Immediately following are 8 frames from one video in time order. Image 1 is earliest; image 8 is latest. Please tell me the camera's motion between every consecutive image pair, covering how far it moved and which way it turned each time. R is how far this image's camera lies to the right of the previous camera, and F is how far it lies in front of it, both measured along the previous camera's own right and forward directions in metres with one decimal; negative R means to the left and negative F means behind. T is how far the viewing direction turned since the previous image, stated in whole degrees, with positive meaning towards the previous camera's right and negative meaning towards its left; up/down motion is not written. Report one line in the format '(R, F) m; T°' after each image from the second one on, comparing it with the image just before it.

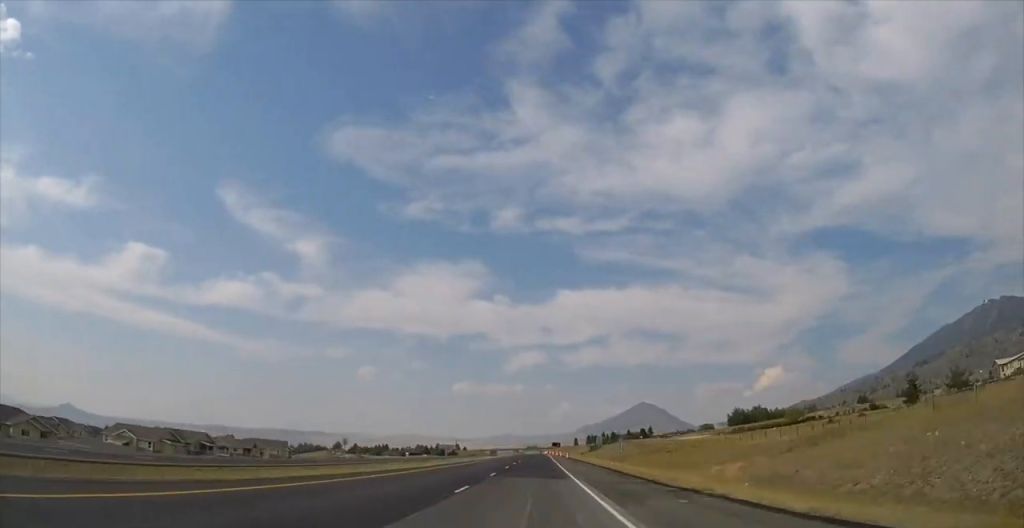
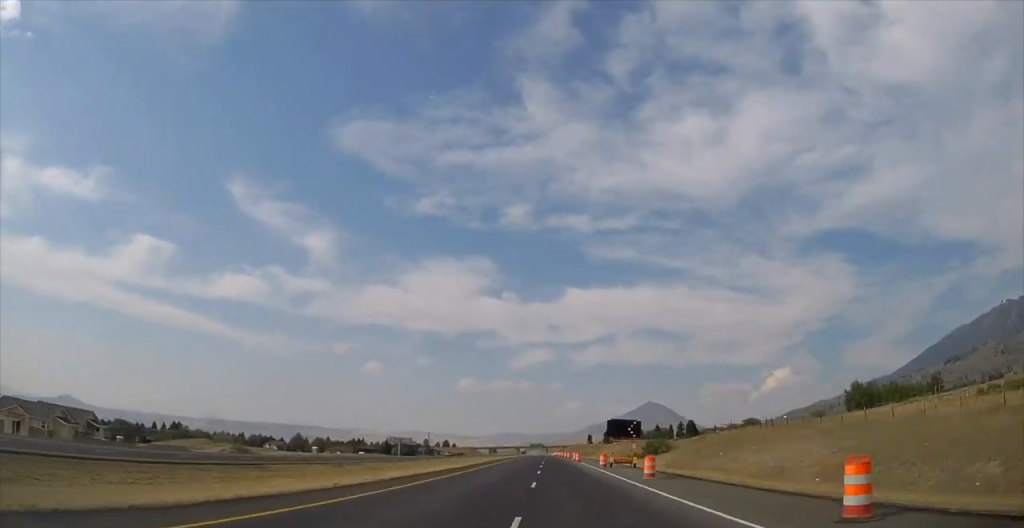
(+1.7, +127.9) m; +1°
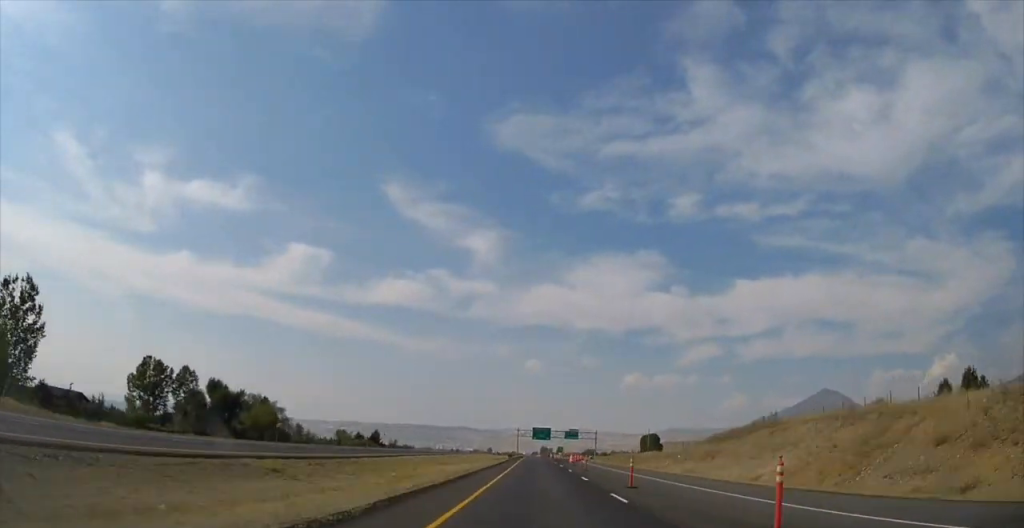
(-68.7, +658.2) m; -16°
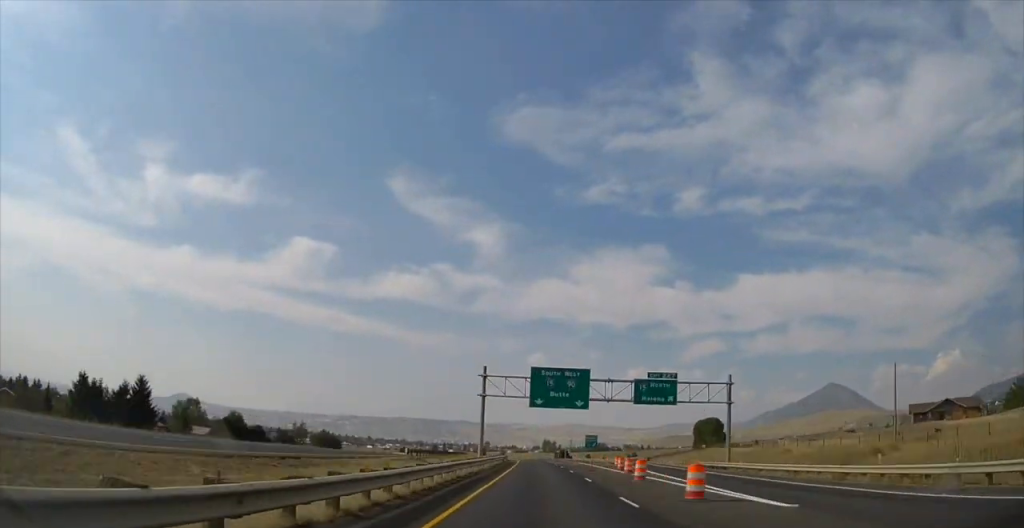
(-3.4, +134.0) m; -6°
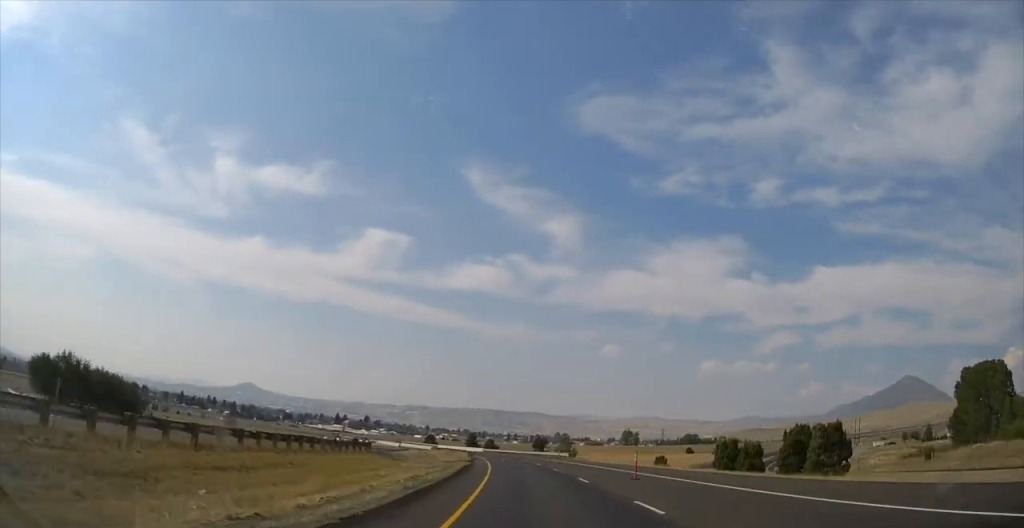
(-3.6, +147.6) m; -10°
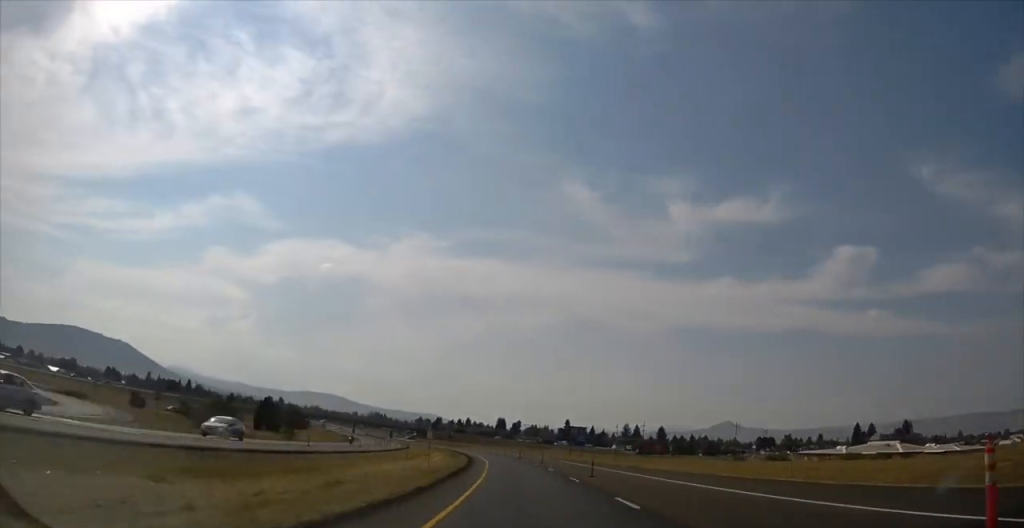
(-136.9, +384.5) m; -37°
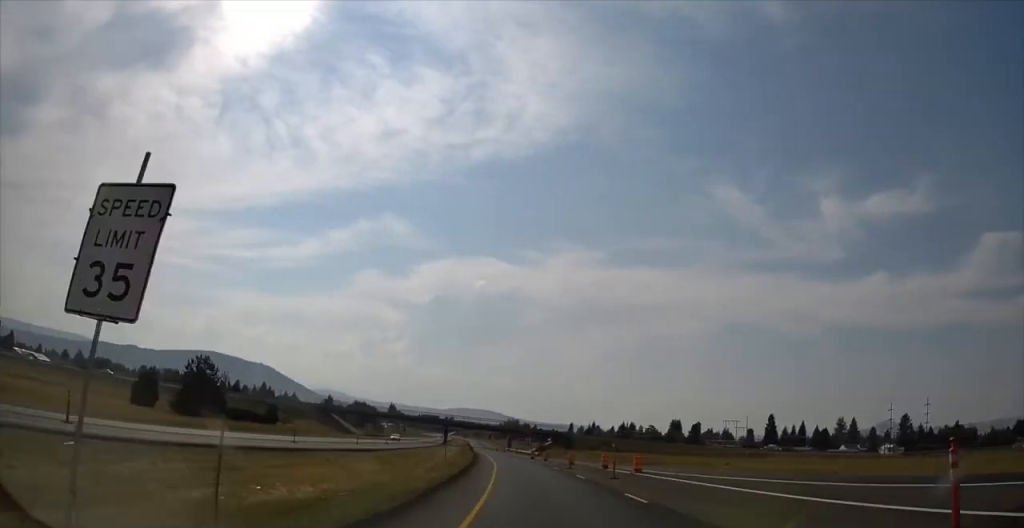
(-14.3, +142.3) m; -9°
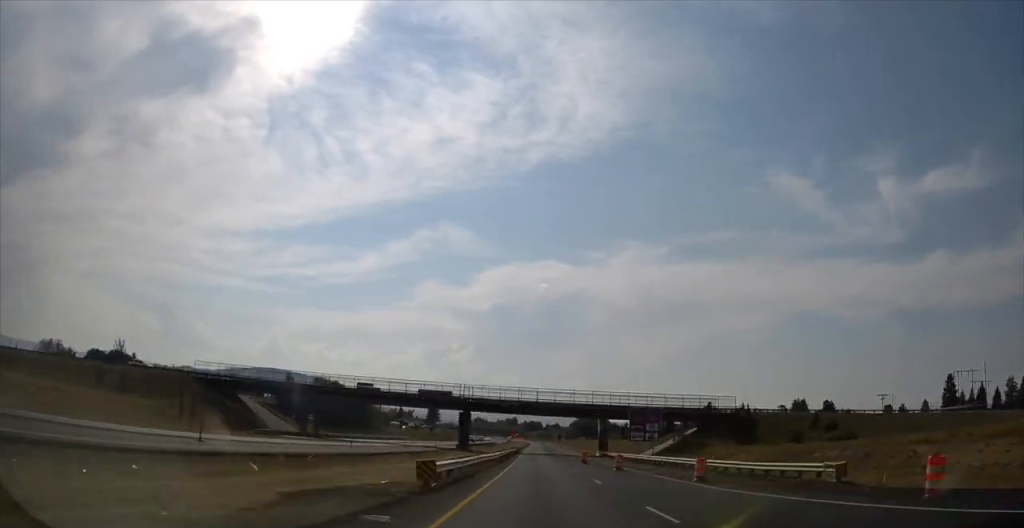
(-9.5, +113.7) m; -4°
